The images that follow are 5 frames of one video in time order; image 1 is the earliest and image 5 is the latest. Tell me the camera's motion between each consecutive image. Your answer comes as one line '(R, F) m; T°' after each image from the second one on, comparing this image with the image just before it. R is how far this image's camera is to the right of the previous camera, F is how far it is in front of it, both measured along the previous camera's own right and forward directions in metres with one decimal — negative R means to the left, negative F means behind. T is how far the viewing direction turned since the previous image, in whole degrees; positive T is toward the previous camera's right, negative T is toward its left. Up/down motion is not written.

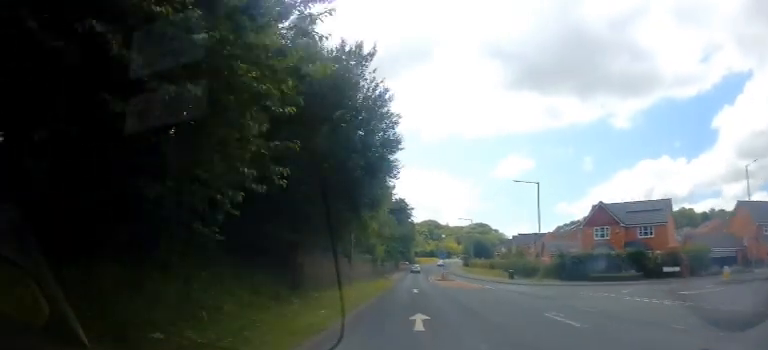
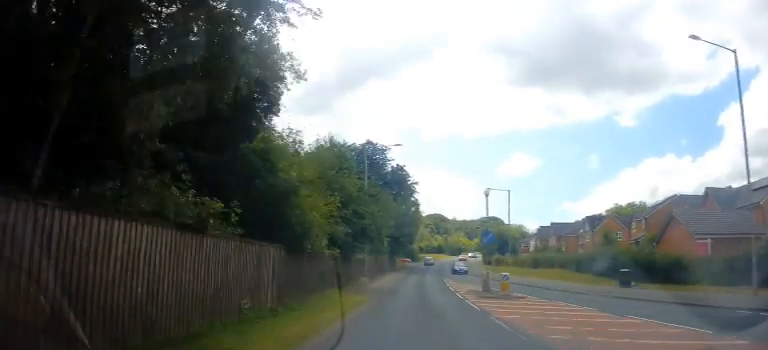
(+0.1, +31.2) m; 0°
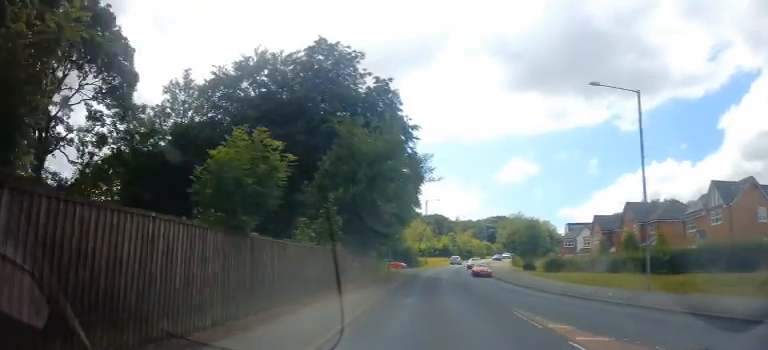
(-0.9, +33.1) m; -1°
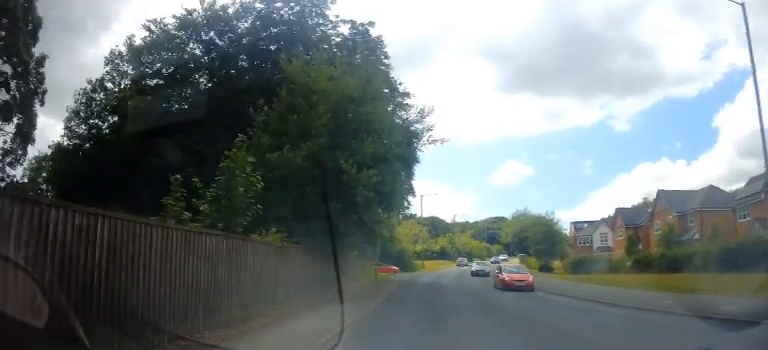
(+0.2, +9.0) m; 0°
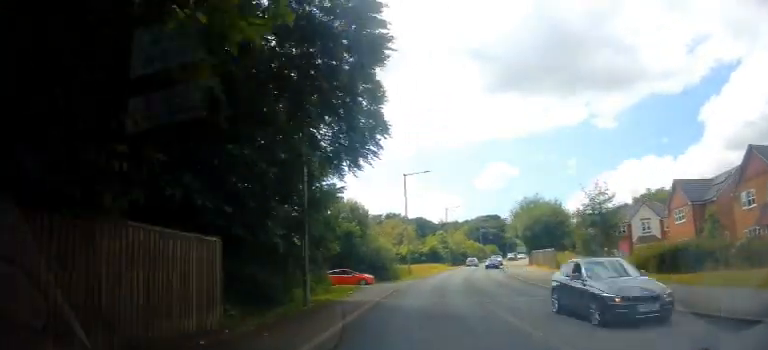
(-0.2, +17.1) m; +1°
